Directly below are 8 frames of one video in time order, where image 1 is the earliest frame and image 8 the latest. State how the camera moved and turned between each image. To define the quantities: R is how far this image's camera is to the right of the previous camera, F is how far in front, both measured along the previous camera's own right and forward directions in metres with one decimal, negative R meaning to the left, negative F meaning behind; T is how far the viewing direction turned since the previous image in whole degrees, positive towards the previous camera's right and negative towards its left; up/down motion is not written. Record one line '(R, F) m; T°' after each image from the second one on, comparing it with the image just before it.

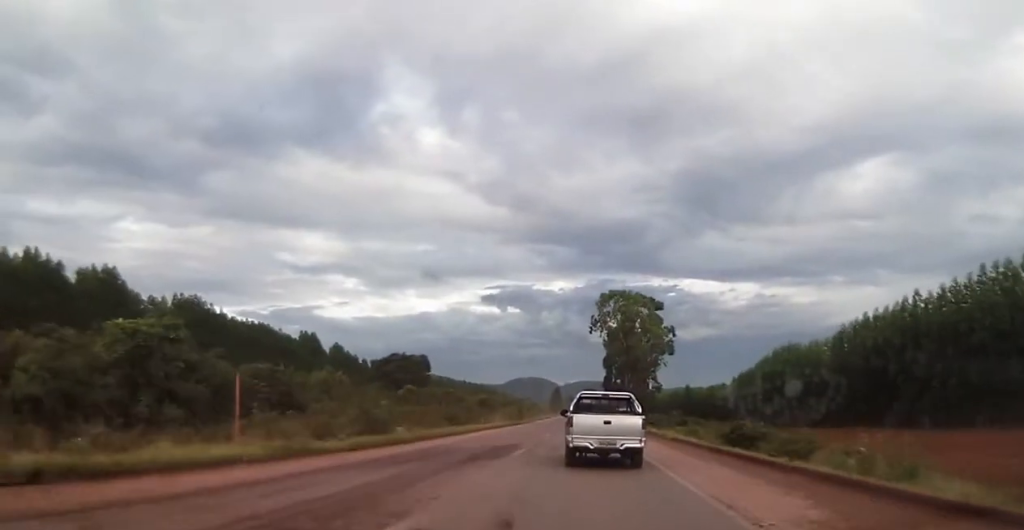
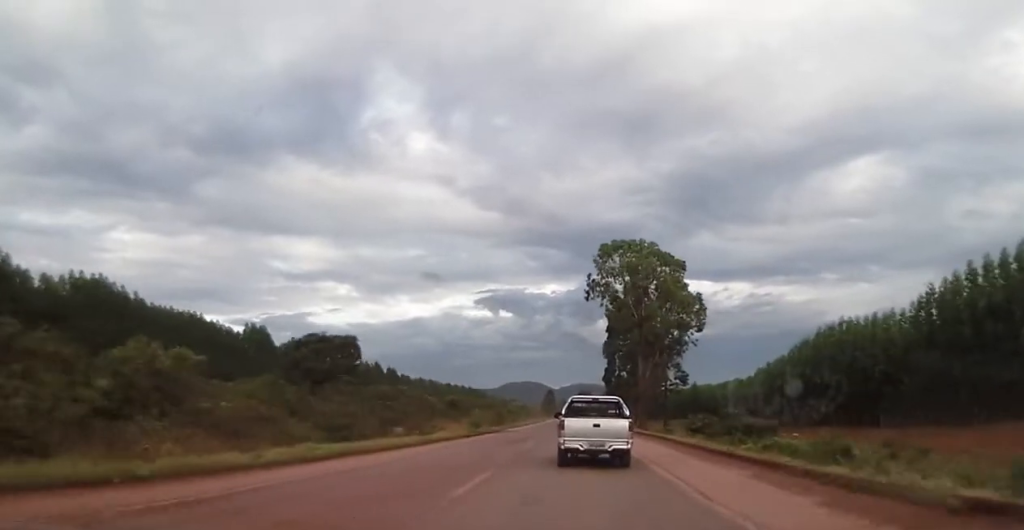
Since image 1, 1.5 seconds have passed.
(+0.4, +25.2) m; 0°
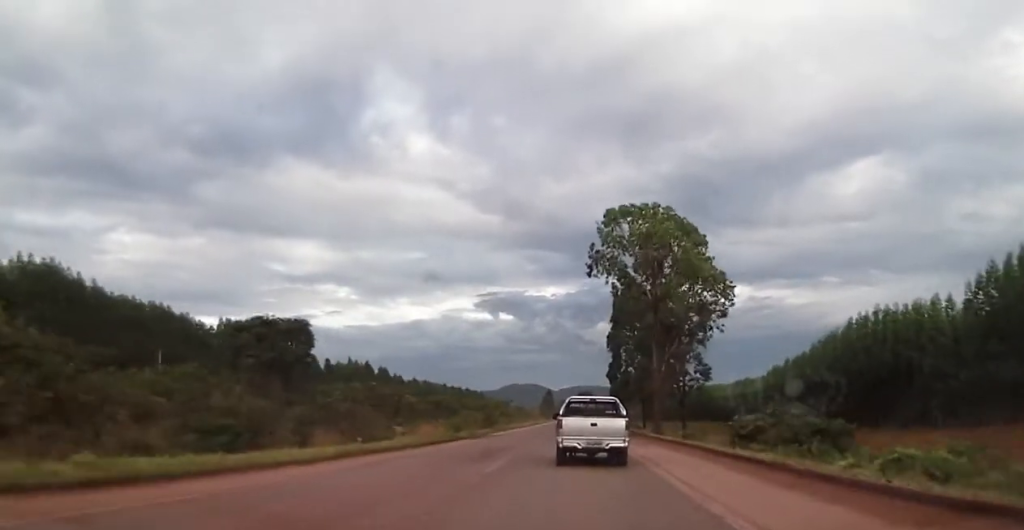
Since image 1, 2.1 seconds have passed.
(-0.1, +11.1) m; -1°
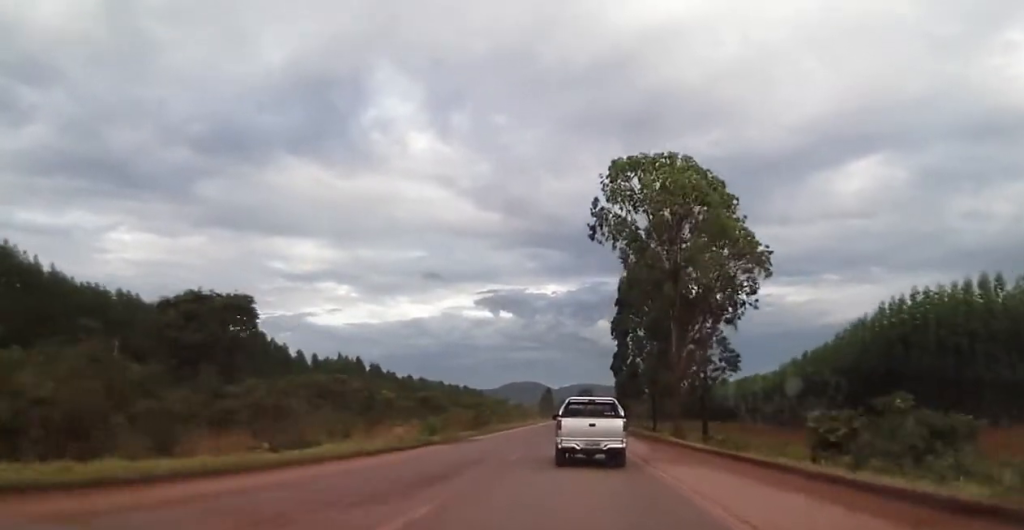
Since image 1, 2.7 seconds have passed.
(-0.1, +9.4) m; 0°
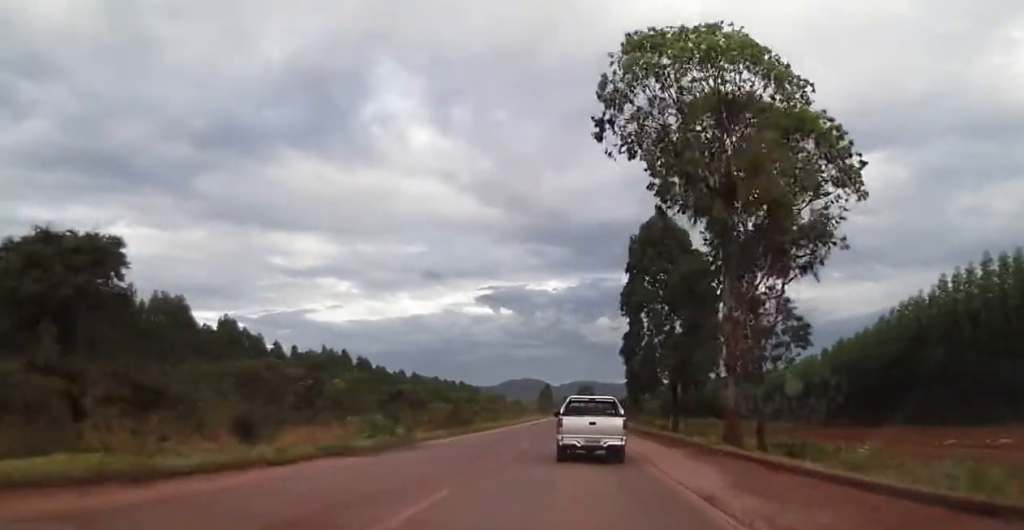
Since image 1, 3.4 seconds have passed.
(0.0, +13.7) m; 0°
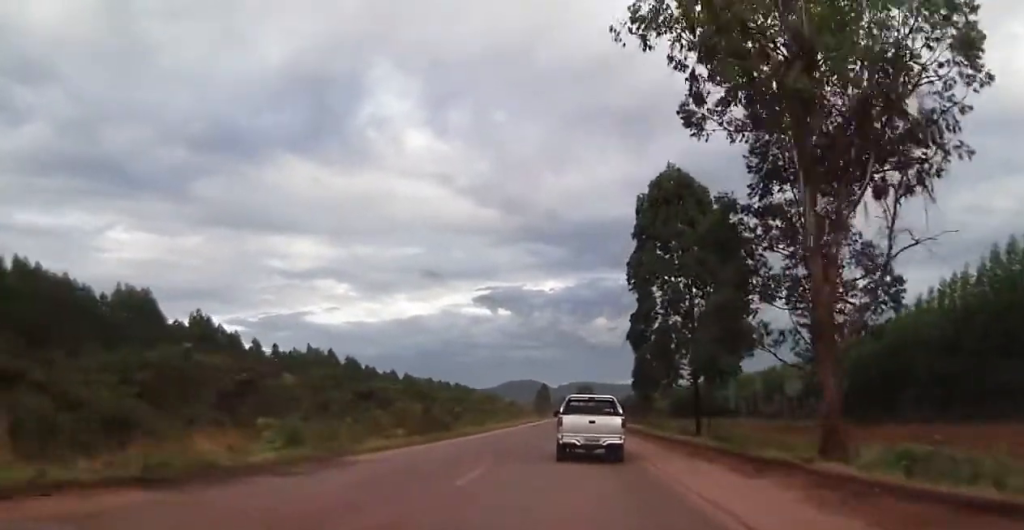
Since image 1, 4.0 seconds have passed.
(0.0, +9.6) m; +1°
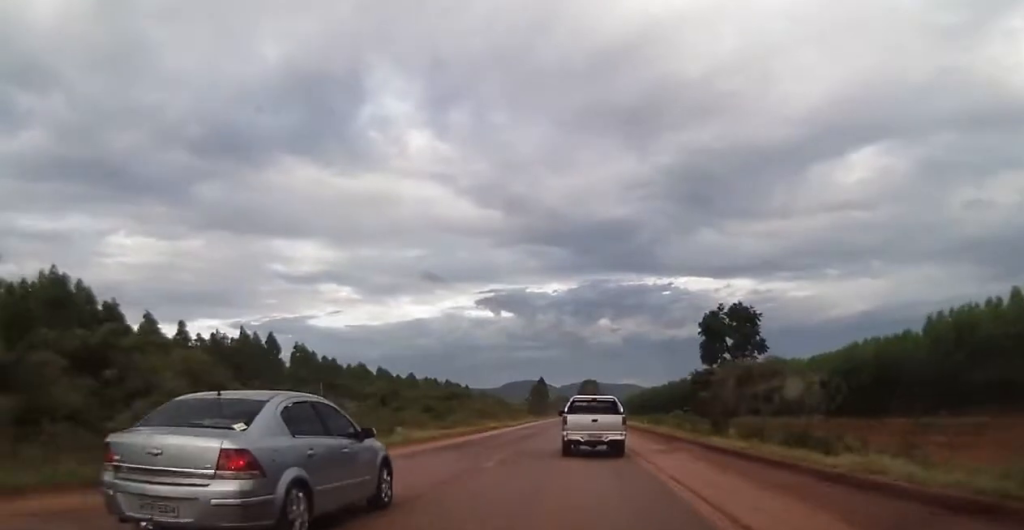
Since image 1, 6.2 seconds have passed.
(+0.2, +41.2) m; 0°
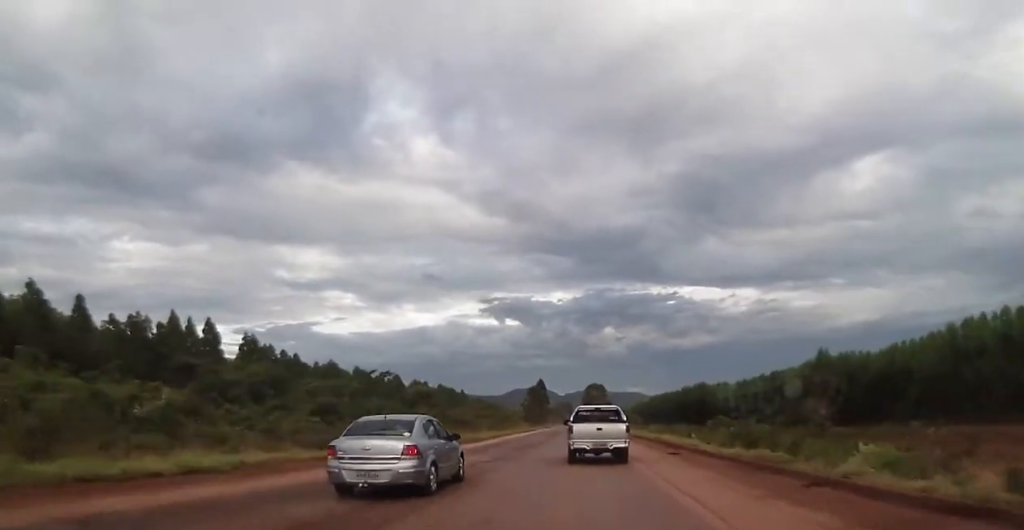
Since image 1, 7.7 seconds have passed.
(+0.3, +29.3) m; +1°
